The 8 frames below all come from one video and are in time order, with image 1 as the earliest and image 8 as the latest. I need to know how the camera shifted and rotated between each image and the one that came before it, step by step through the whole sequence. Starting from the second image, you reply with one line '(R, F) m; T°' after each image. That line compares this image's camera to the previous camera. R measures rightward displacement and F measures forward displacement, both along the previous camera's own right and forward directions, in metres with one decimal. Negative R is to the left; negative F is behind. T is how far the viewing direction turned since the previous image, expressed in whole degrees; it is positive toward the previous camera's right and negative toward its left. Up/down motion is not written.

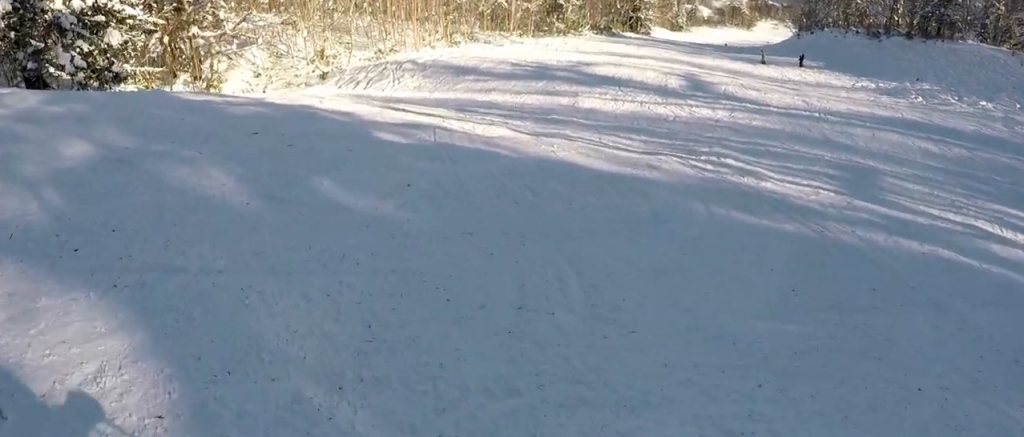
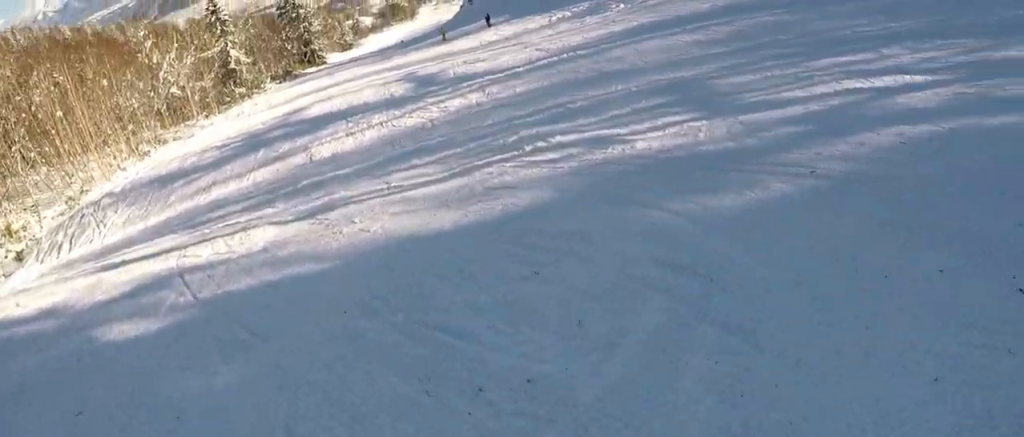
(+0.1, +3.9) m; +15°
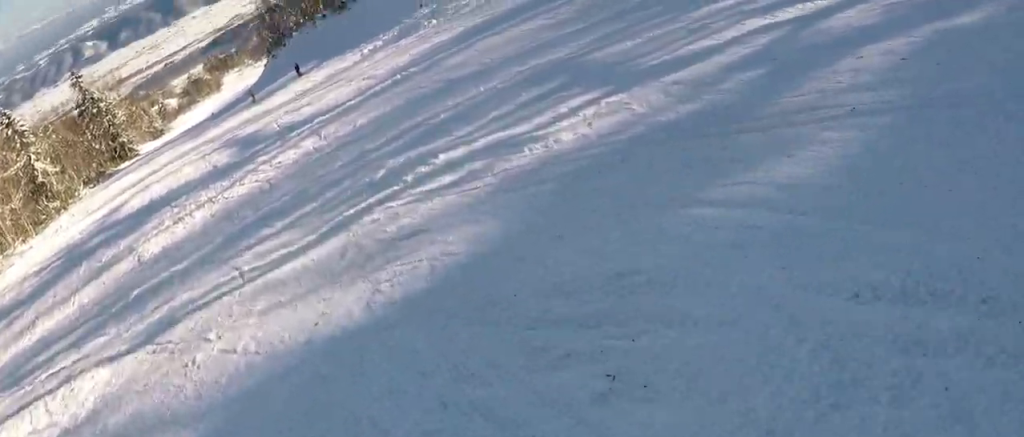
(-0.3, +2.2) m; +13°
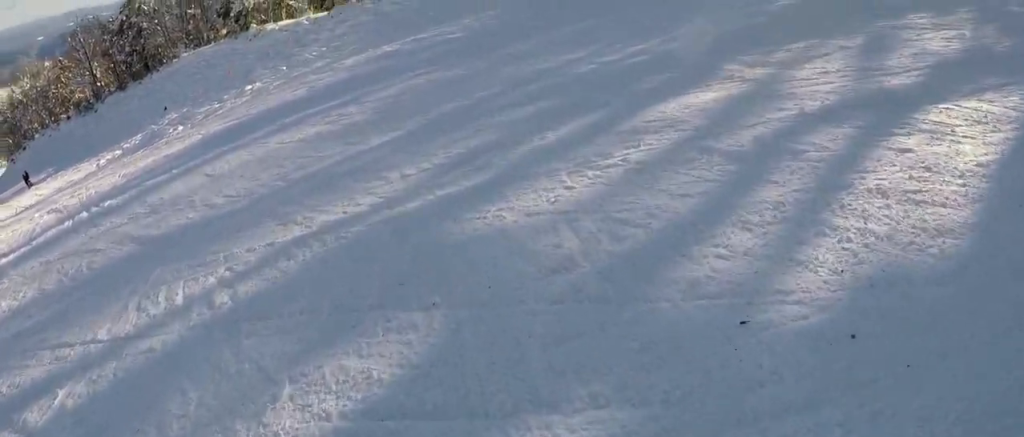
(+2.7, +7.0) m; +18°
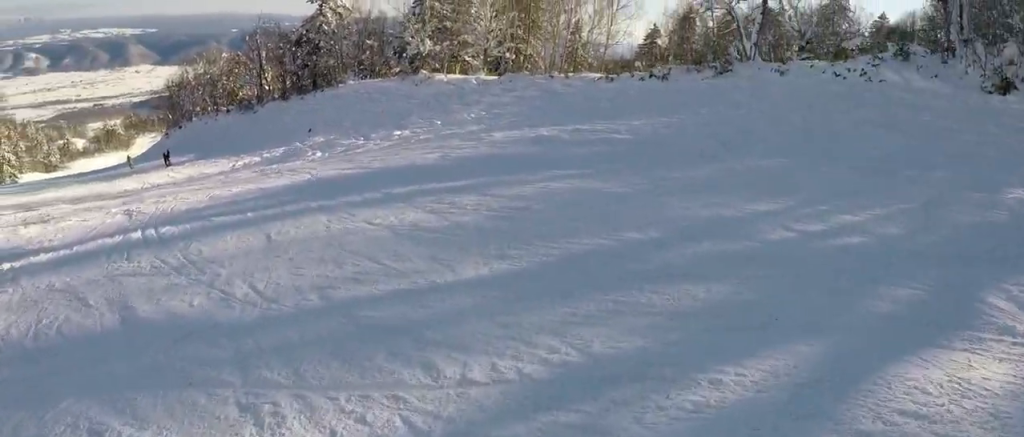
(+0.1, +2.8) m; -6°
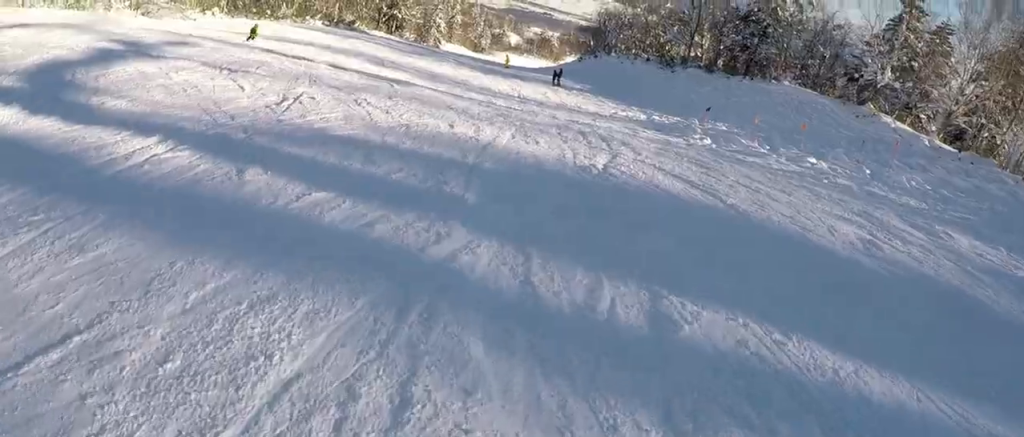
(-2.2, +7.5) m; -37°
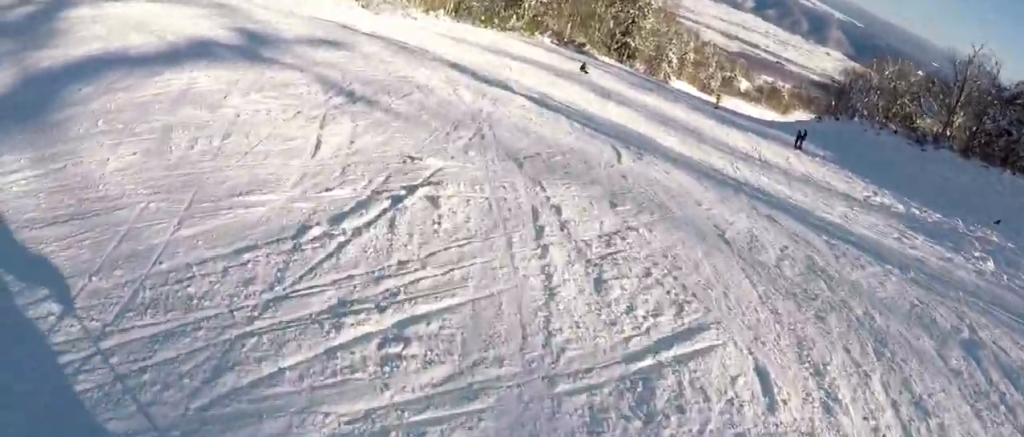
(-1.4, +5.5) m; -22°
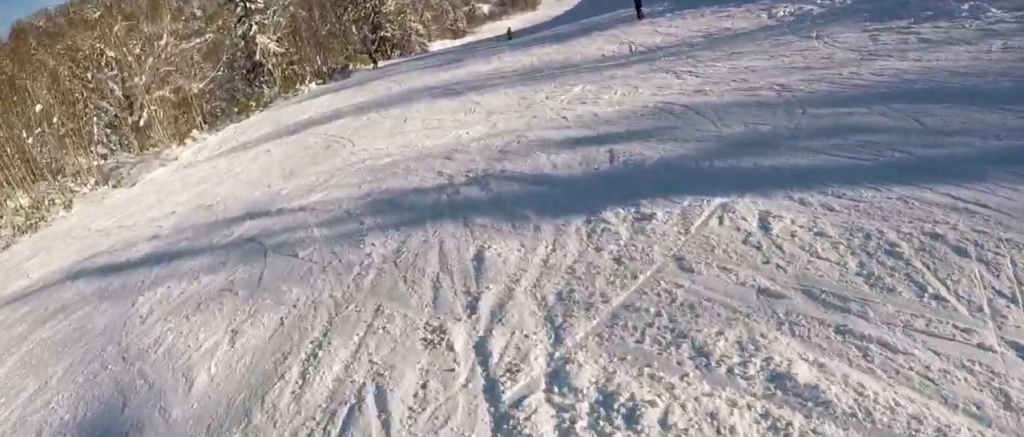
(+0.2, +9.1) m; +28°
